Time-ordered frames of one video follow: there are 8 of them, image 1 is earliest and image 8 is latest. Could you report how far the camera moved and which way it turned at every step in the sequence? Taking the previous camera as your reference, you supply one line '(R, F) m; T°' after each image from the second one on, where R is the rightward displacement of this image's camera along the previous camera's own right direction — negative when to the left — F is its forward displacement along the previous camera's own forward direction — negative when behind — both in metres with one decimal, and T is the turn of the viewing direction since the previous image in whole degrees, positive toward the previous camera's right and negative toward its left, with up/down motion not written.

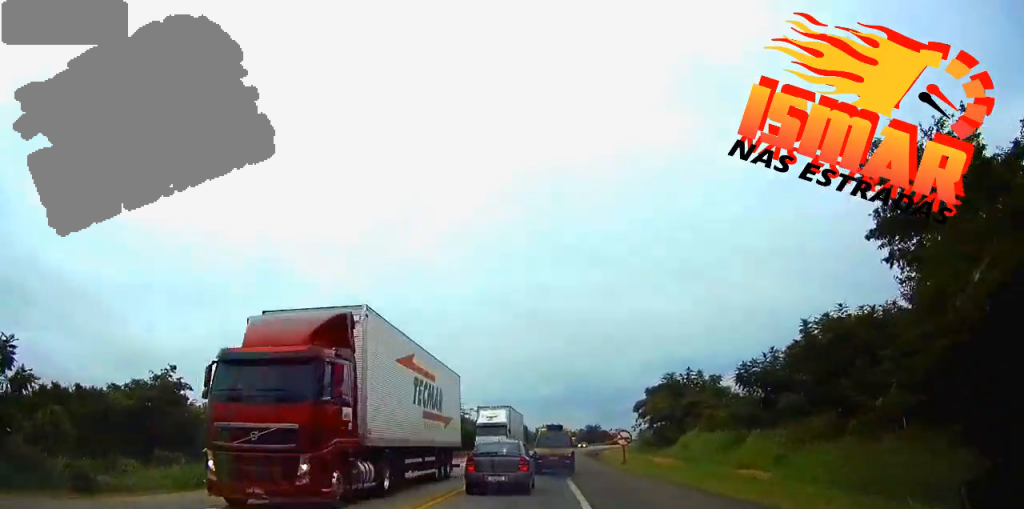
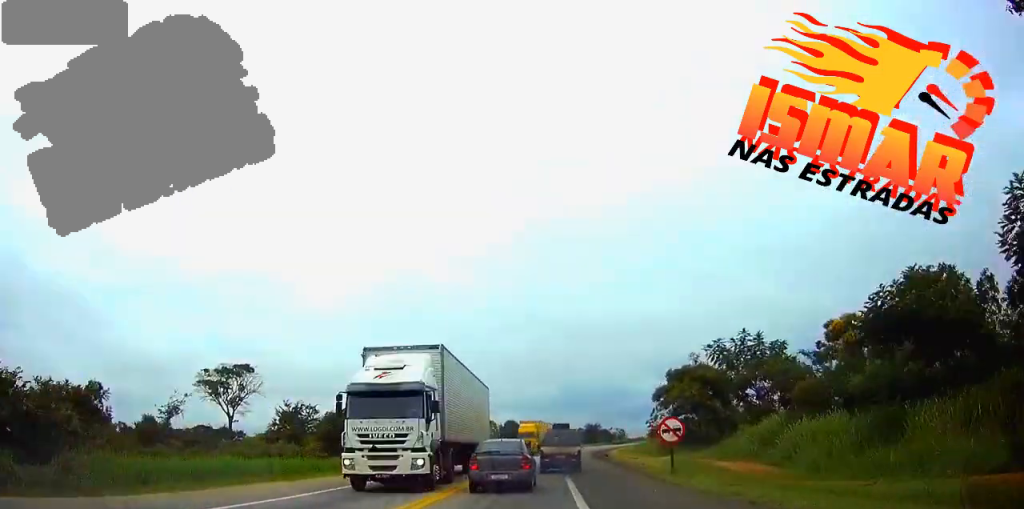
(0.0, +16.9) m; 0°
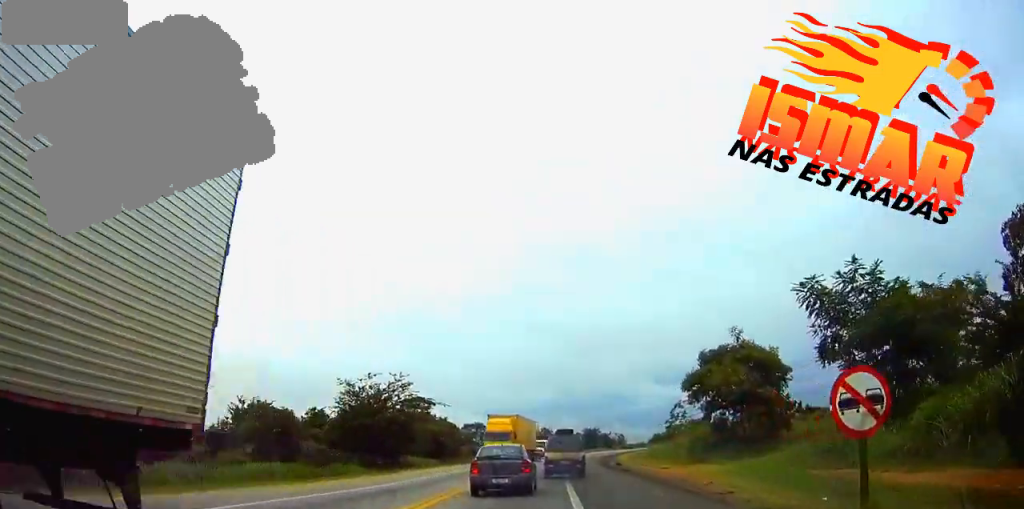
(+0.1, +15.7) m; 0°
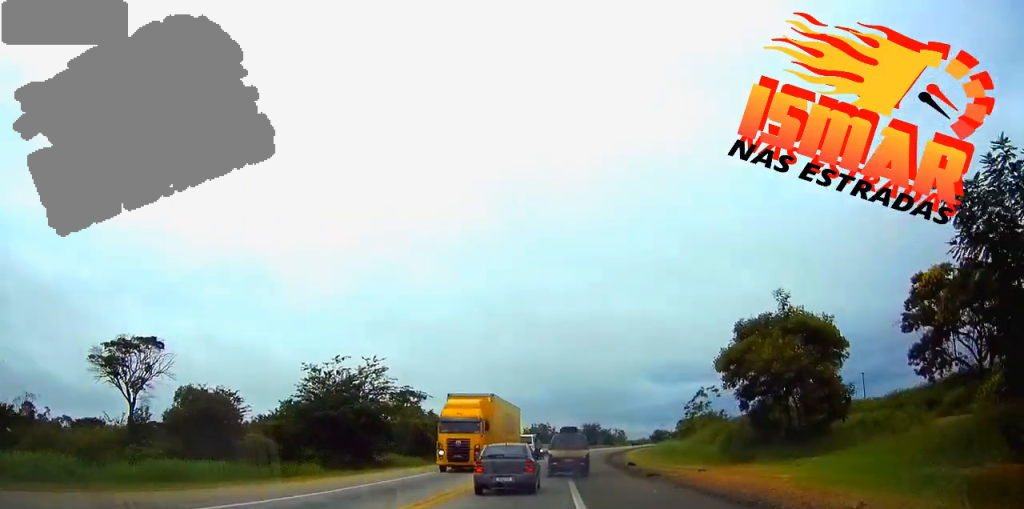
(0.0, +10.4) m; 0°
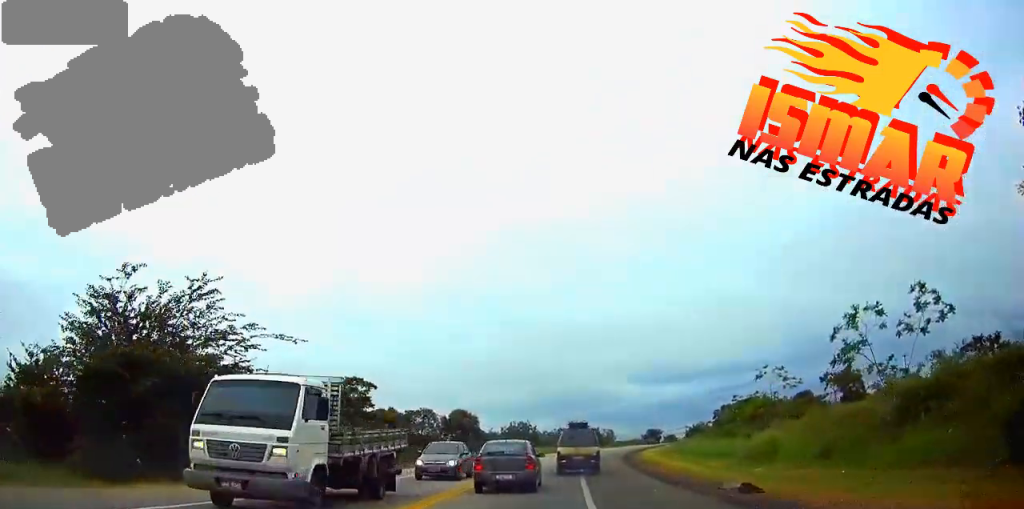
(+0.3, +30.7) m; +1°
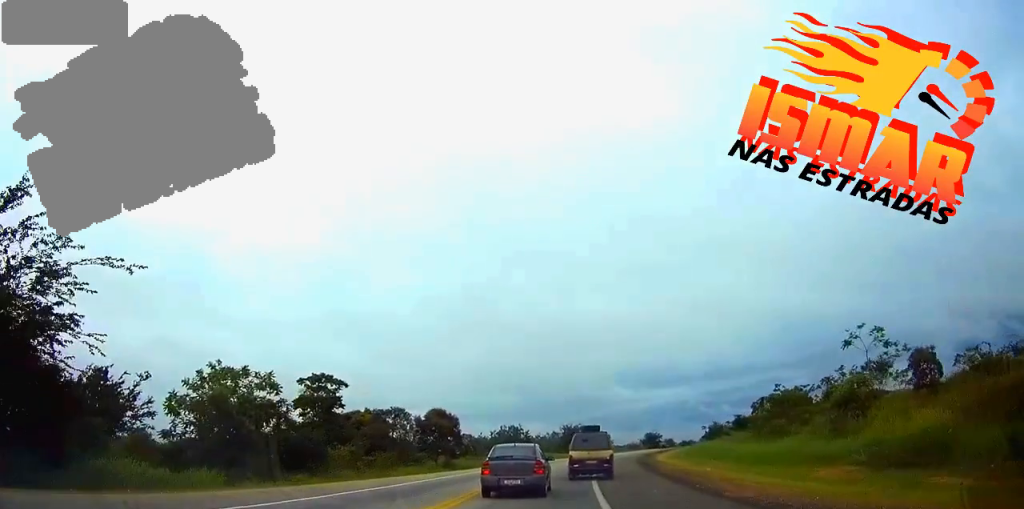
(0.0, +14.9) m; +1°
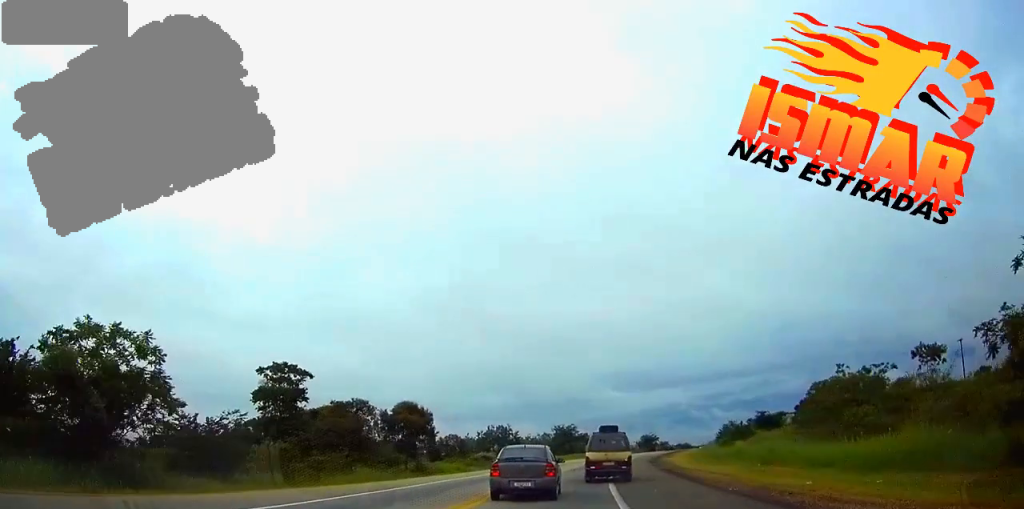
(+0.2, +13.6) m; +1°
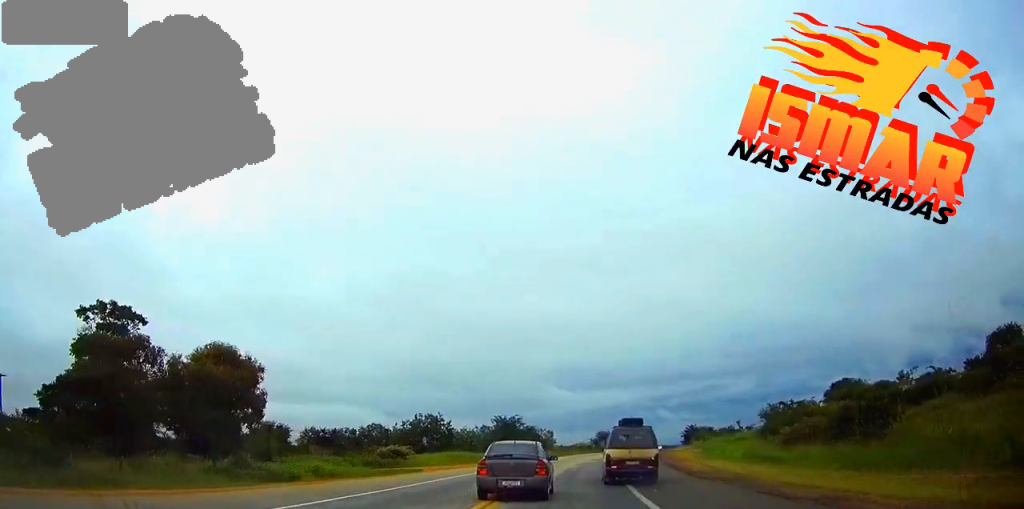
(+1.0, +34.1) m; +4°
